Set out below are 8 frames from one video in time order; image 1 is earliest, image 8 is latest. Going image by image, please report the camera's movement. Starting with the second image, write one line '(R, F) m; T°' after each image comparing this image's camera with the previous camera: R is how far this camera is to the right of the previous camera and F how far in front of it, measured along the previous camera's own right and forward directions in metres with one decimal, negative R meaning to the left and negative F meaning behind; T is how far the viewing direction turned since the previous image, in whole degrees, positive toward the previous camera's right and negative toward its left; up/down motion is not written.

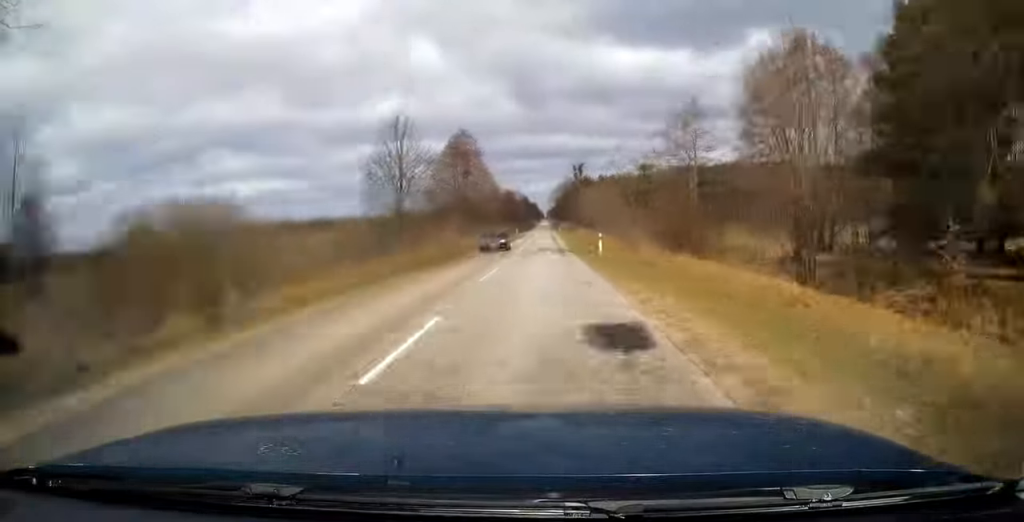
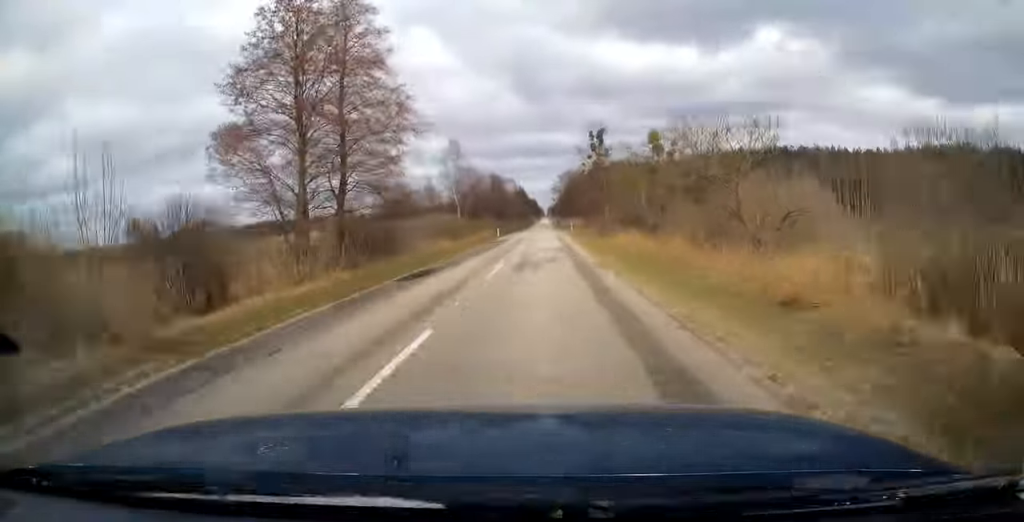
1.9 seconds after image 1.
(+0.1, +53.1) m; 0°
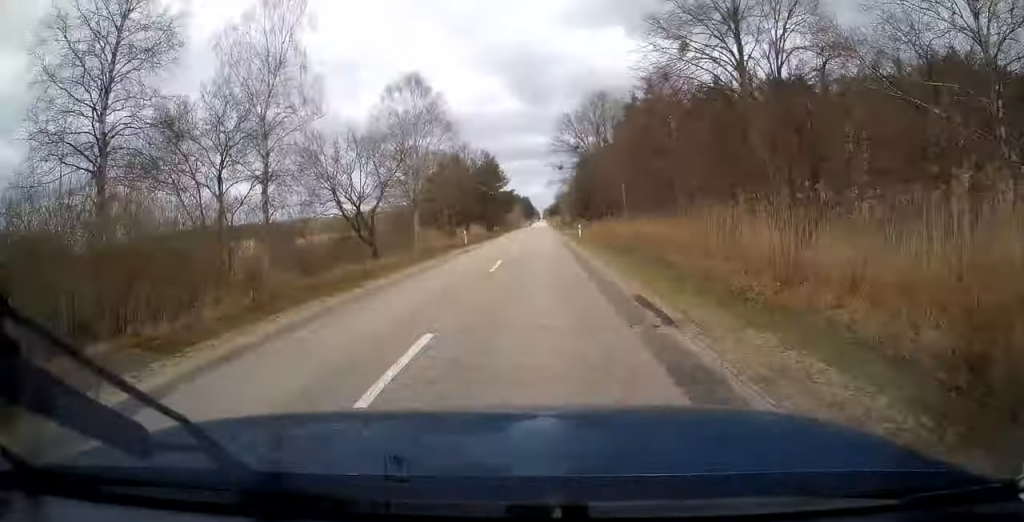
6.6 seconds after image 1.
(+0.1, +129.9) m; 0°
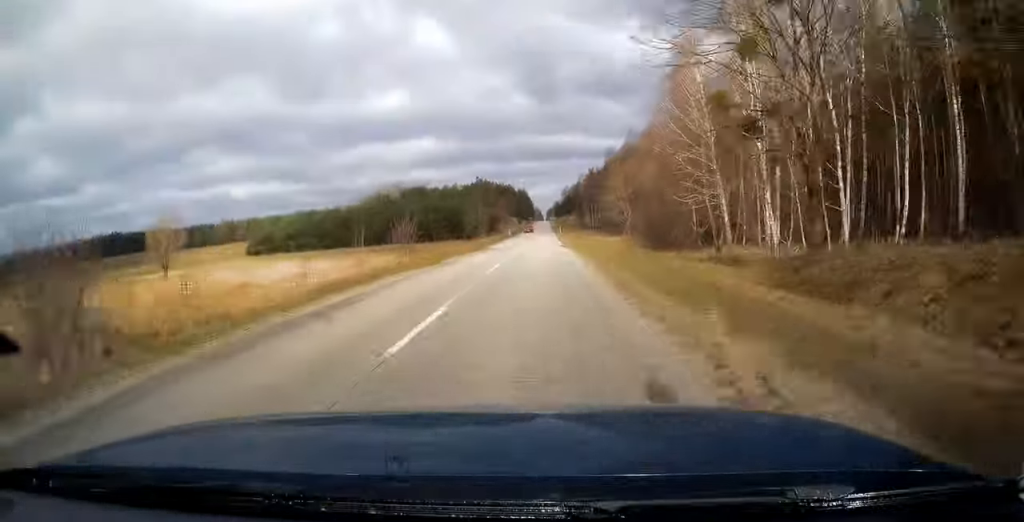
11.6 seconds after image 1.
(-0.1, +140.0) m; 0°
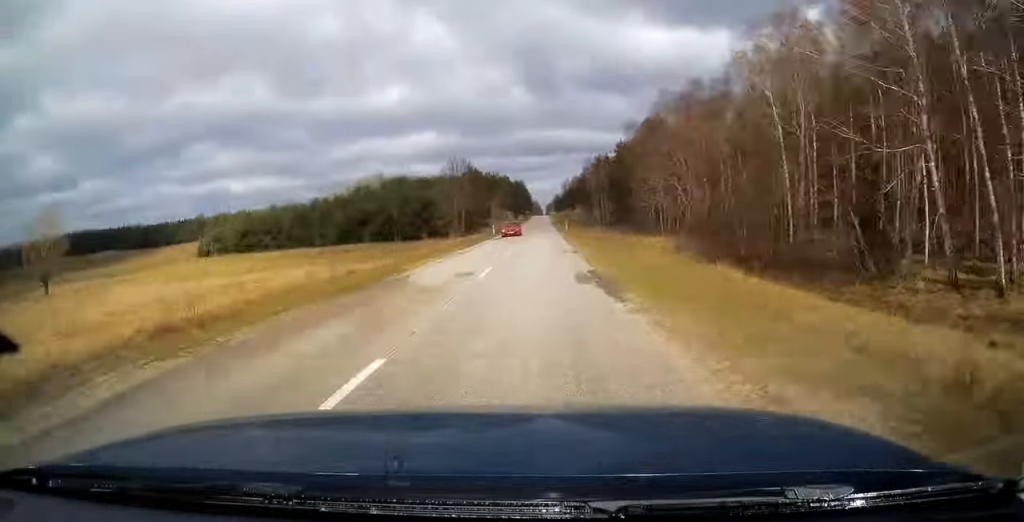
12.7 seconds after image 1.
(+0.1, +30.0) m; 0°
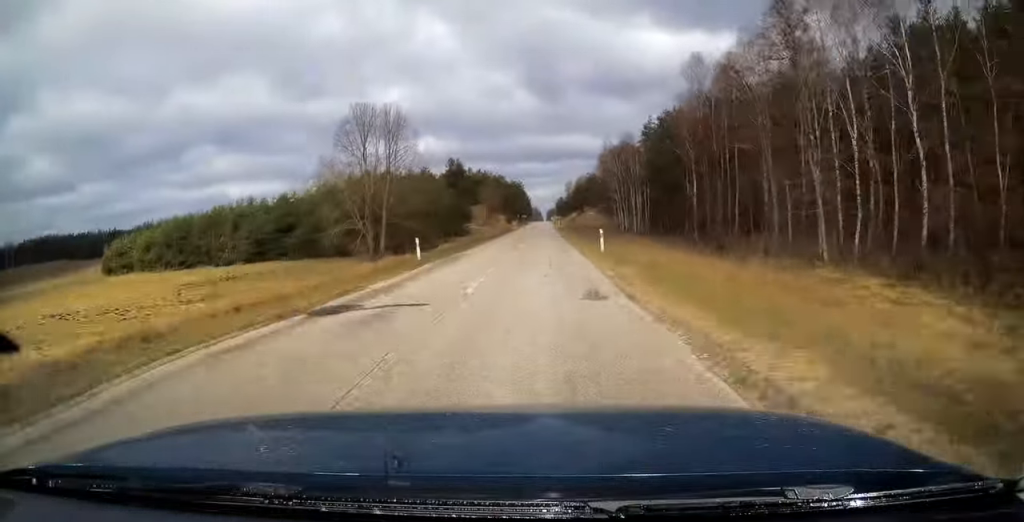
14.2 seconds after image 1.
(-0.2, +41.8) m; 0°
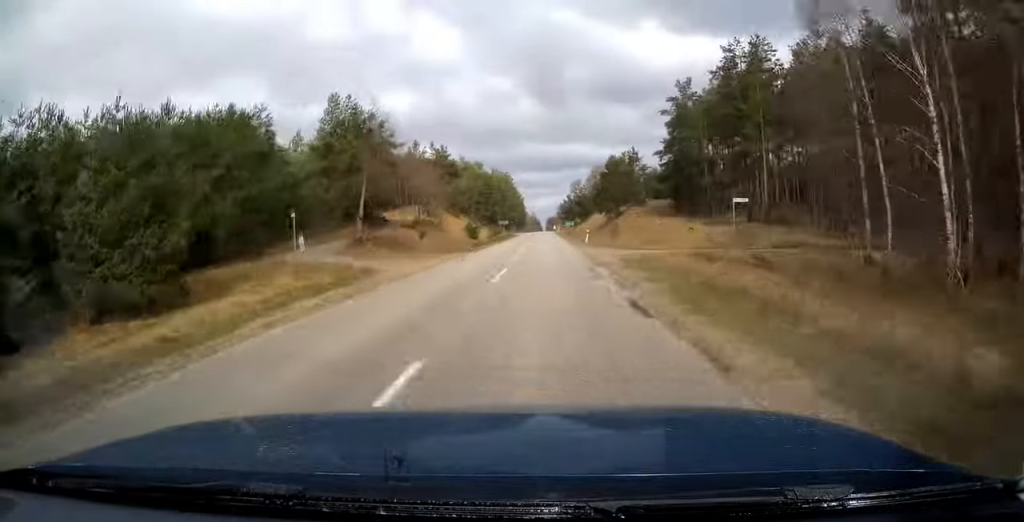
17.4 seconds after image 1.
(-0.2, +87.5) m; 0°
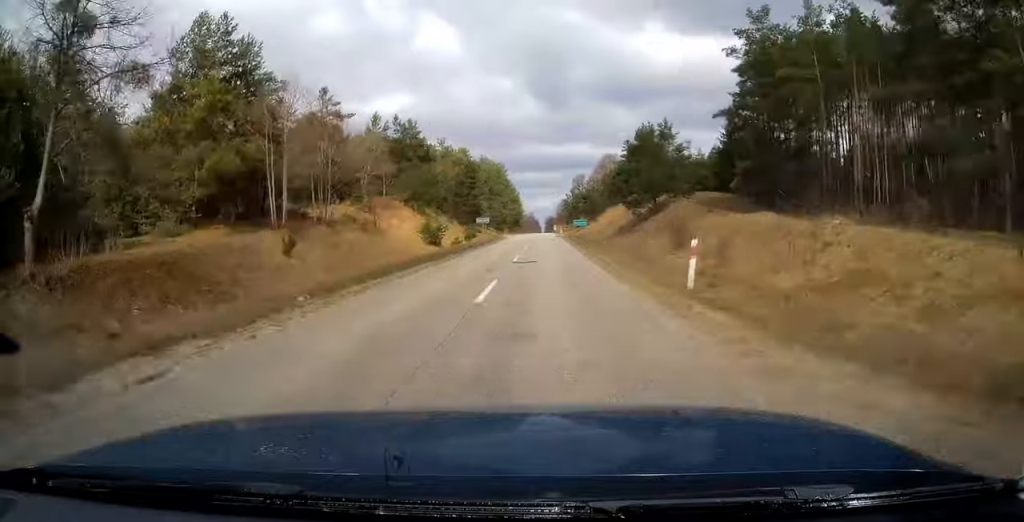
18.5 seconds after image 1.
(0.0, +29.8) m; 0°
